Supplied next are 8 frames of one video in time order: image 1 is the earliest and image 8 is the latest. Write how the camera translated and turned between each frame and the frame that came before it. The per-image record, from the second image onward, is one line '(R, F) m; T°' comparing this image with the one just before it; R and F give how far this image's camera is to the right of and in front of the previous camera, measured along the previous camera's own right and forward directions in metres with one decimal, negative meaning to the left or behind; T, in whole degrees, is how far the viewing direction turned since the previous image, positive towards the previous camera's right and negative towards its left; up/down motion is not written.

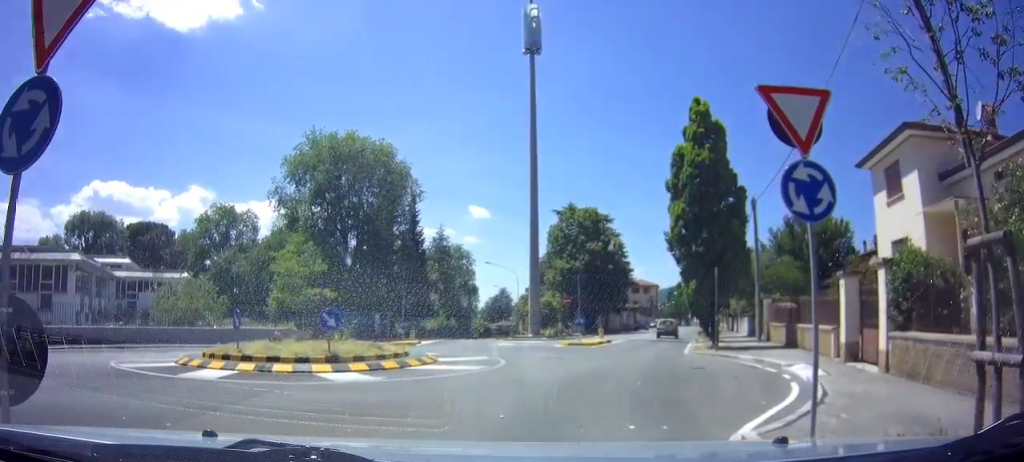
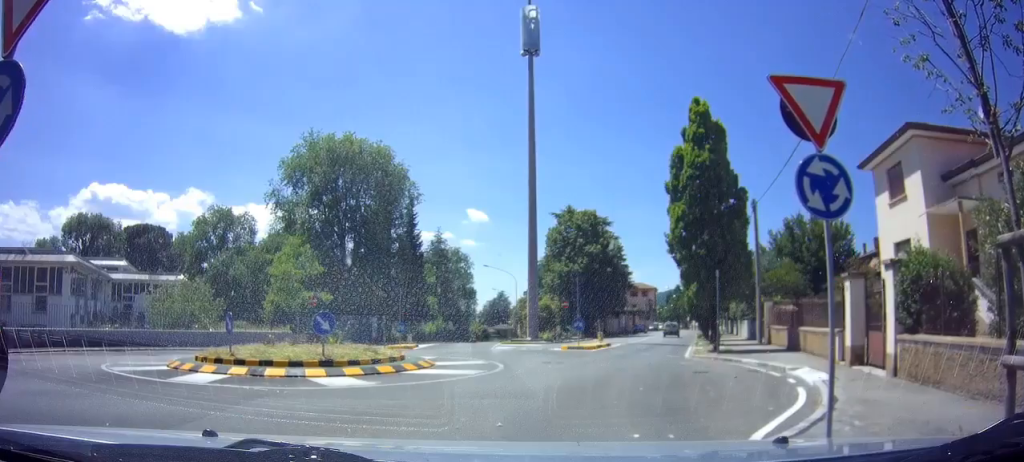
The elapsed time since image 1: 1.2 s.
(+0.3, +0.8) m; 0°
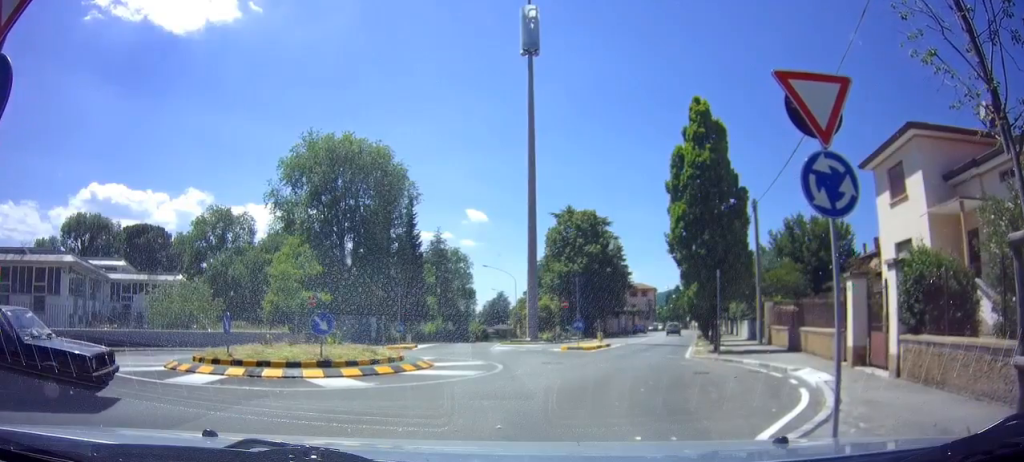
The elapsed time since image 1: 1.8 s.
(0.0, +0.2) m; 0°
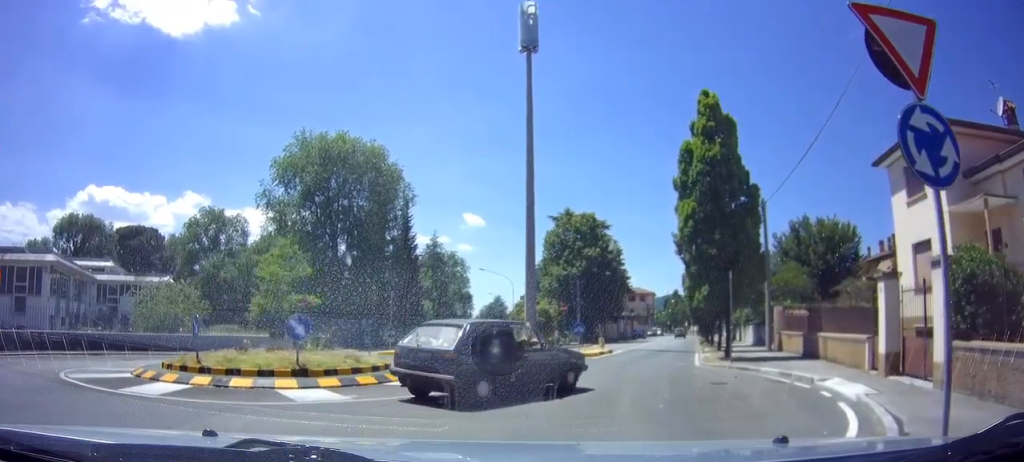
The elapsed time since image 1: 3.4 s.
(-0.3, +1.3) m; -1°
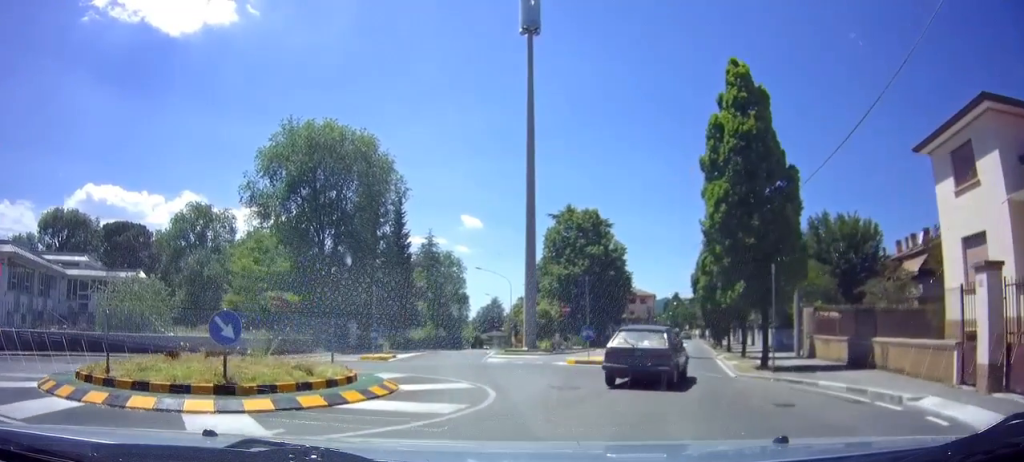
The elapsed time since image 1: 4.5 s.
(+0.1, +2.9) m; -3°
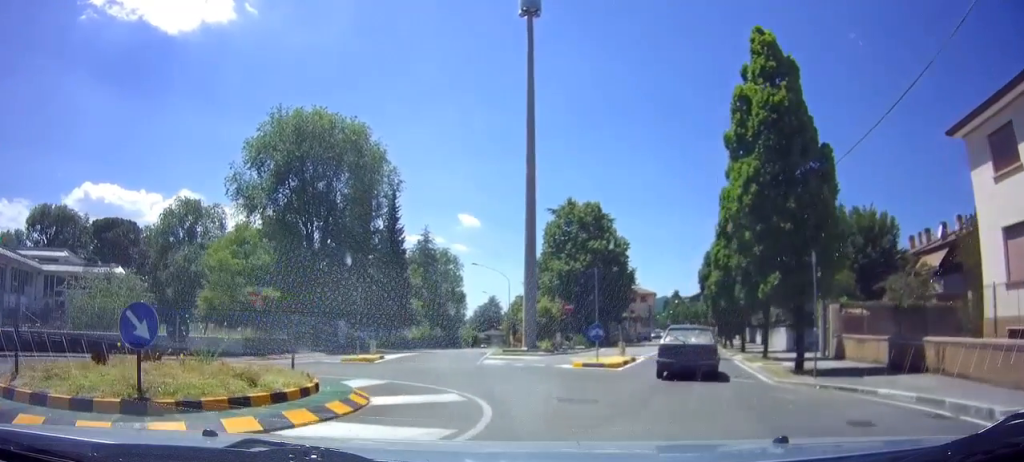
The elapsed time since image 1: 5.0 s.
(-0.2, +2.2) m; -1°
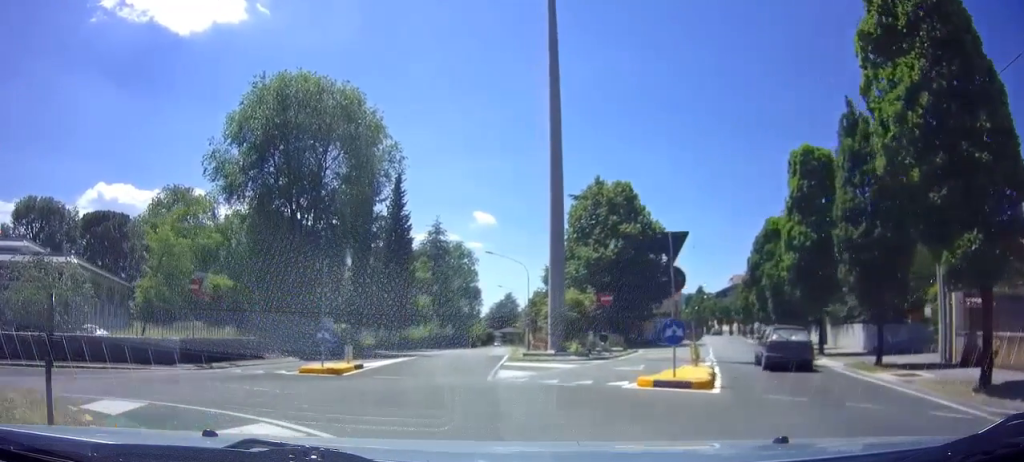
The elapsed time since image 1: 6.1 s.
(+0.2, +6.0) m; 0°
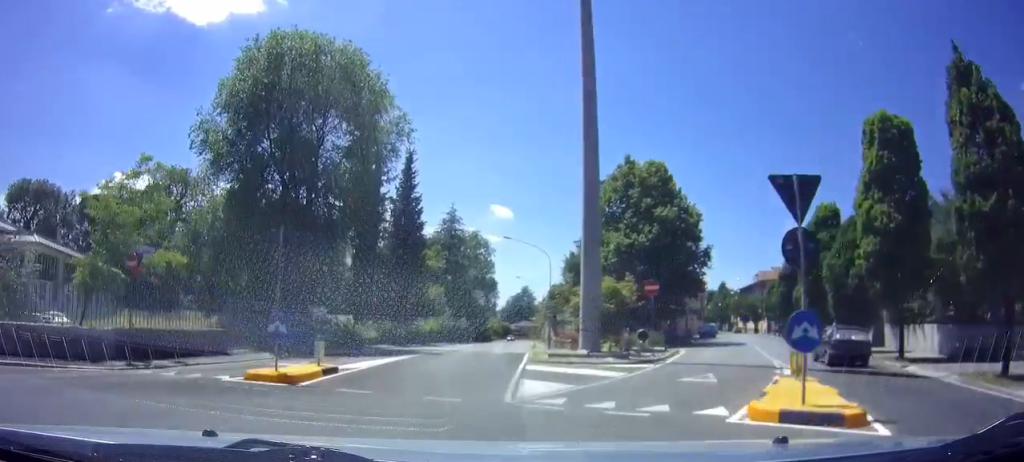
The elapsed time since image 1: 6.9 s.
(-0.2, +4.8) m; -4°
